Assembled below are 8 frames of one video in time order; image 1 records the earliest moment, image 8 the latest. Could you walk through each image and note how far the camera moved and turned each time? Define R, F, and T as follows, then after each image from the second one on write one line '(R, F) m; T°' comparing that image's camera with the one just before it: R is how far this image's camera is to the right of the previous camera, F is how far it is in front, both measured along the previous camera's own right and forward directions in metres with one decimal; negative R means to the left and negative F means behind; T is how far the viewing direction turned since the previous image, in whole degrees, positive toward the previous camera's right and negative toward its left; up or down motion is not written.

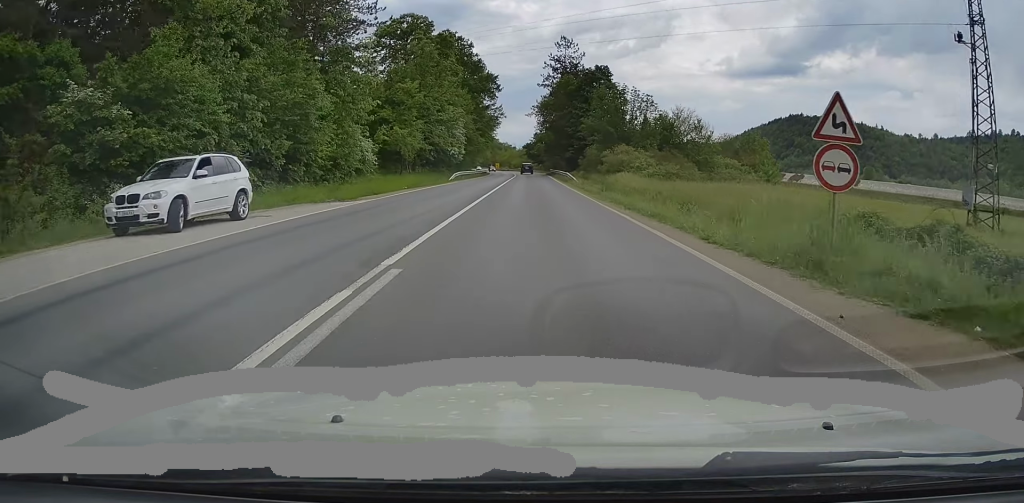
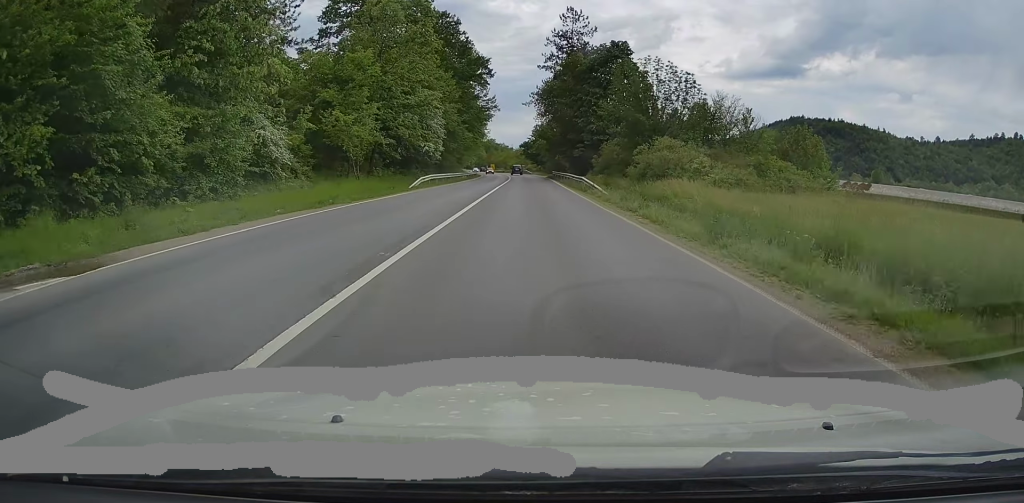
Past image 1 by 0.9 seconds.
(+0.1, +18.2) m; 0°
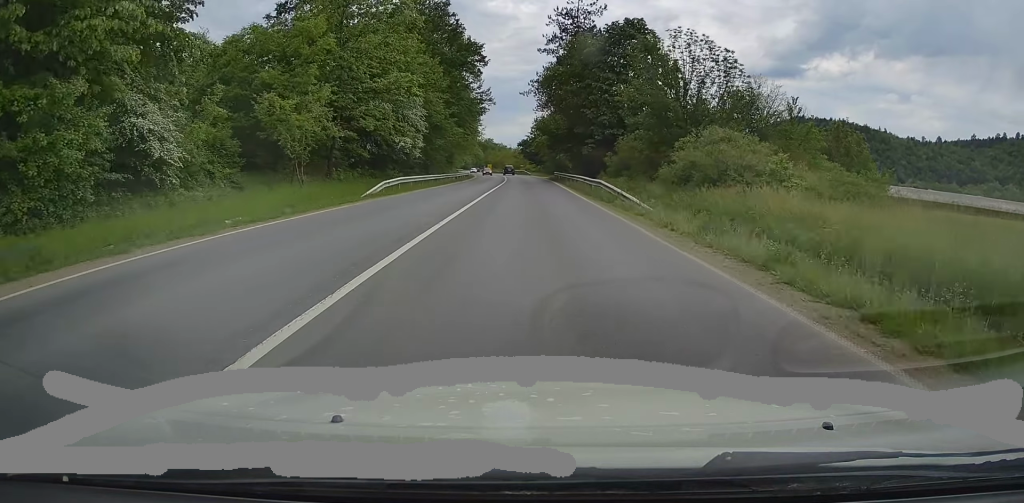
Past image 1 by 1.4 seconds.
(+0.1, +10.7) m; 0°
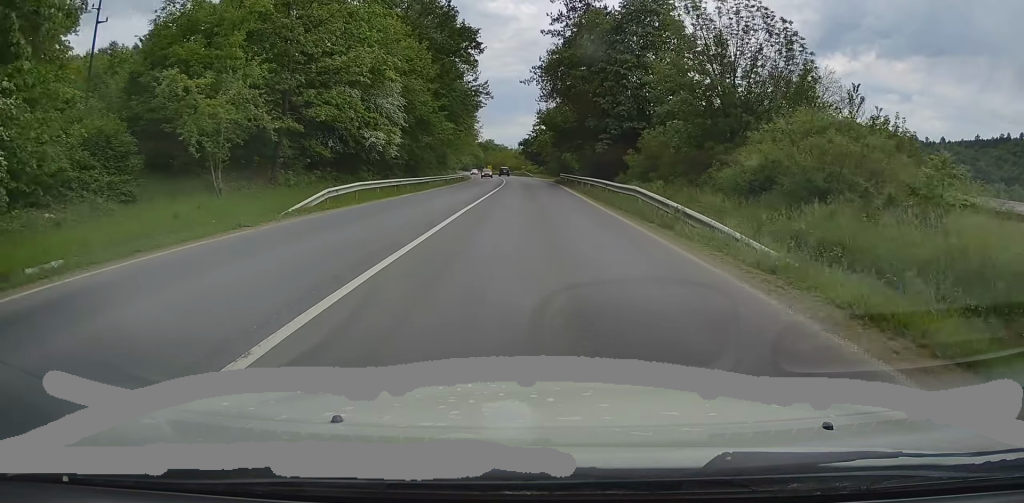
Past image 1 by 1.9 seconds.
(-0.2, +9.3) m; -1°
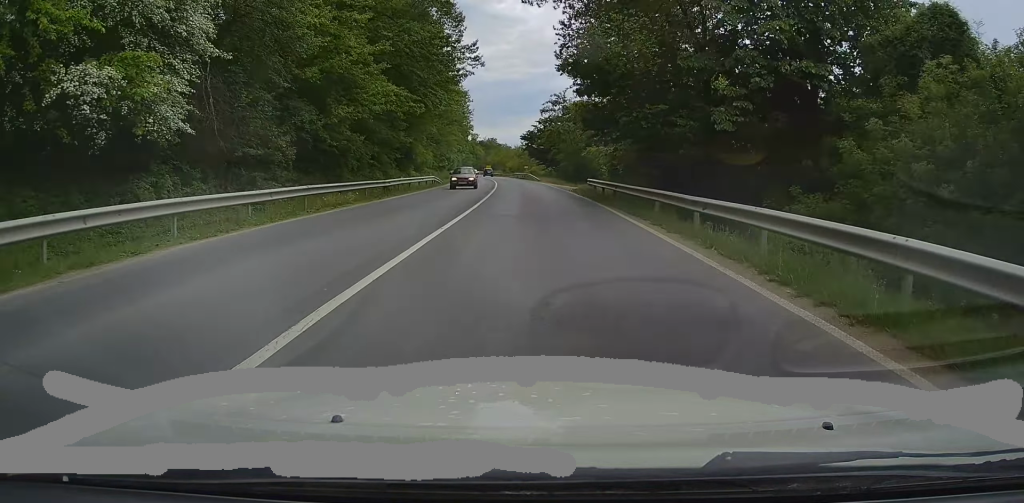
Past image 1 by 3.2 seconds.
(-0.2, +26.7) m; +1°
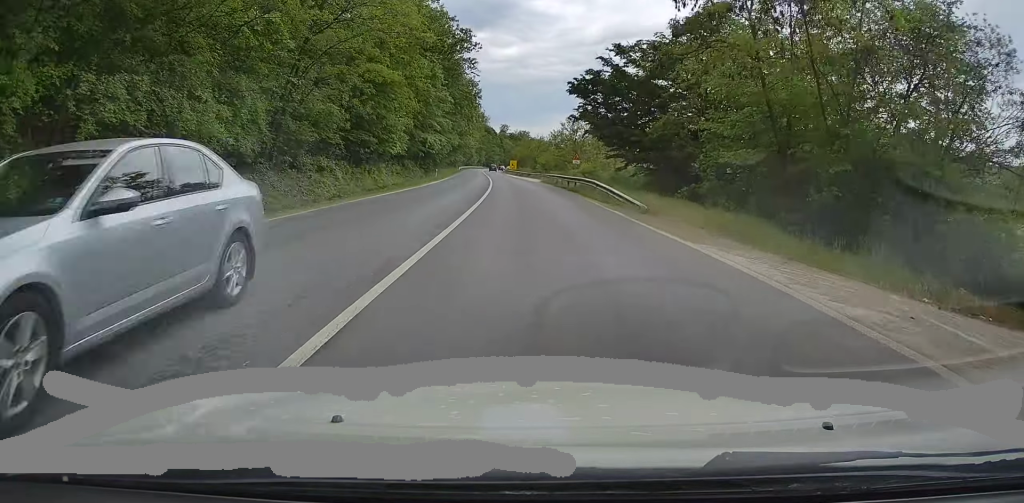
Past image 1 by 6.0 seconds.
(-1.0, +55.8) m; -3°
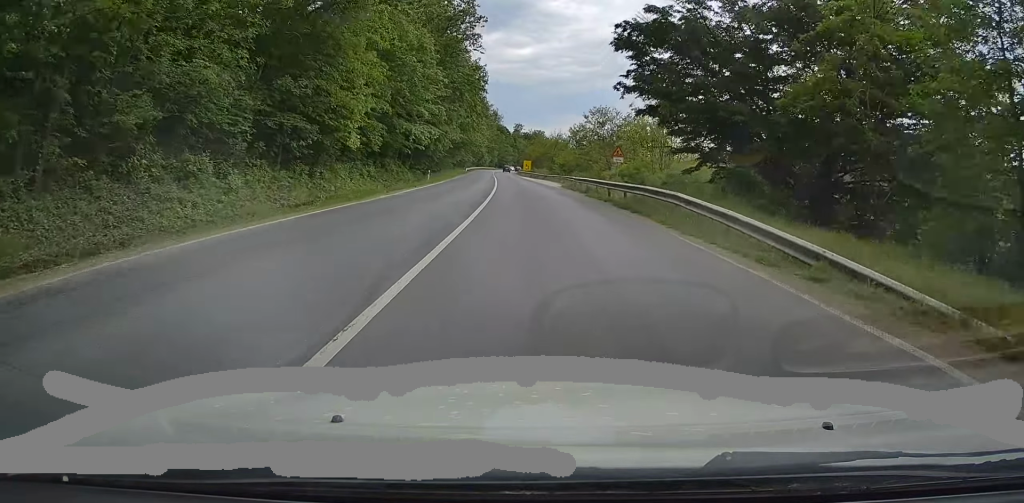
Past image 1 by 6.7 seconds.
(-0.1, +14.9) m; -1°
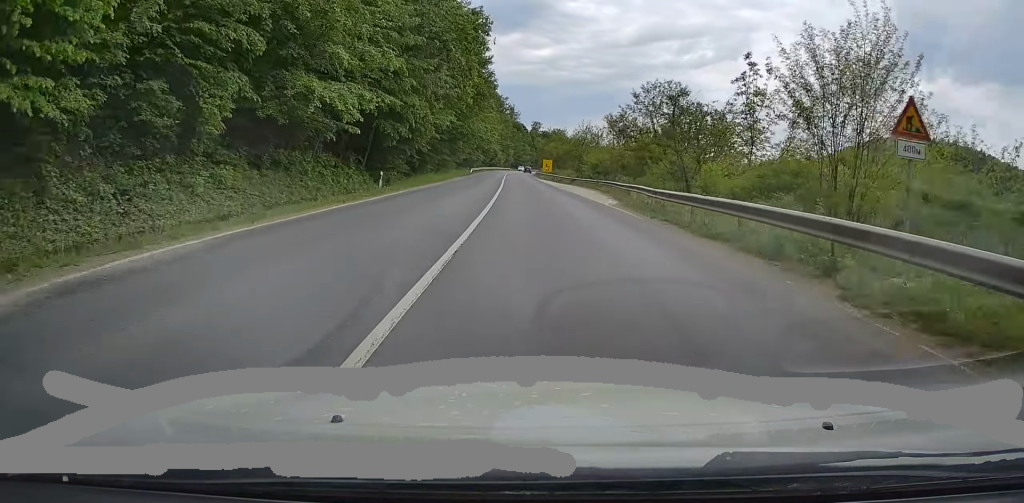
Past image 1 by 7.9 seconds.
(-0.3, +23.8) m; -1°
